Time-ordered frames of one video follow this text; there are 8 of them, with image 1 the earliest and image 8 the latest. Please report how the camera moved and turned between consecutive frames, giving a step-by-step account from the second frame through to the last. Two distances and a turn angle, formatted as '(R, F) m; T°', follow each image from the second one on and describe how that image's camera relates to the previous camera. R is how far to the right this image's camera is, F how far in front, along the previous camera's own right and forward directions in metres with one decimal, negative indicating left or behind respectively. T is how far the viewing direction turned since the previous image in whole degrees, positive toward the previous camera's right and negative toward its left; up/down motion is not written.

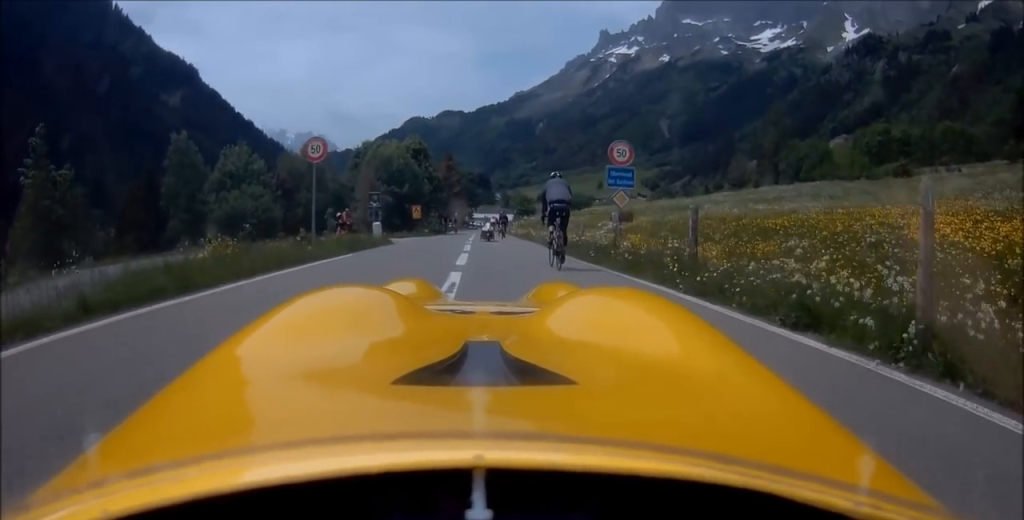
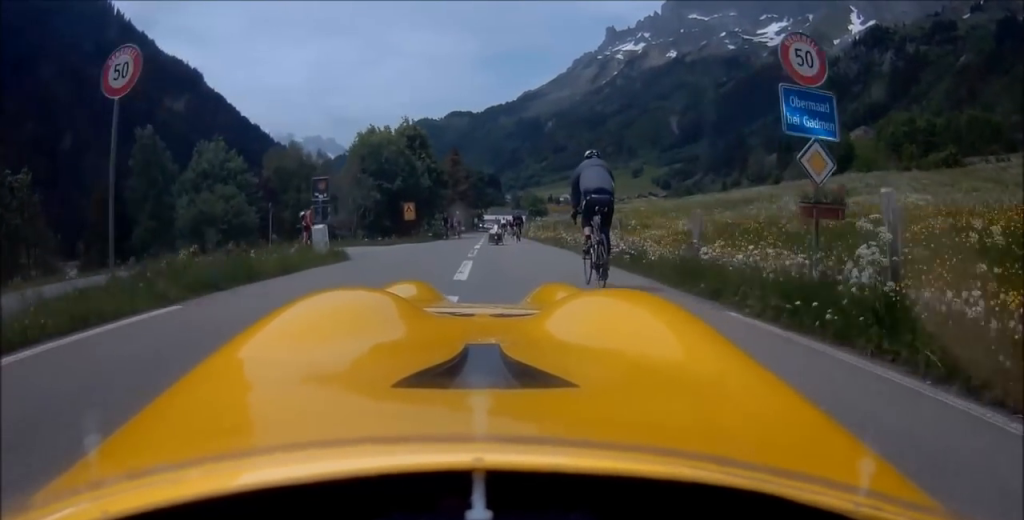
(+0.2, +8.5) m; 0°
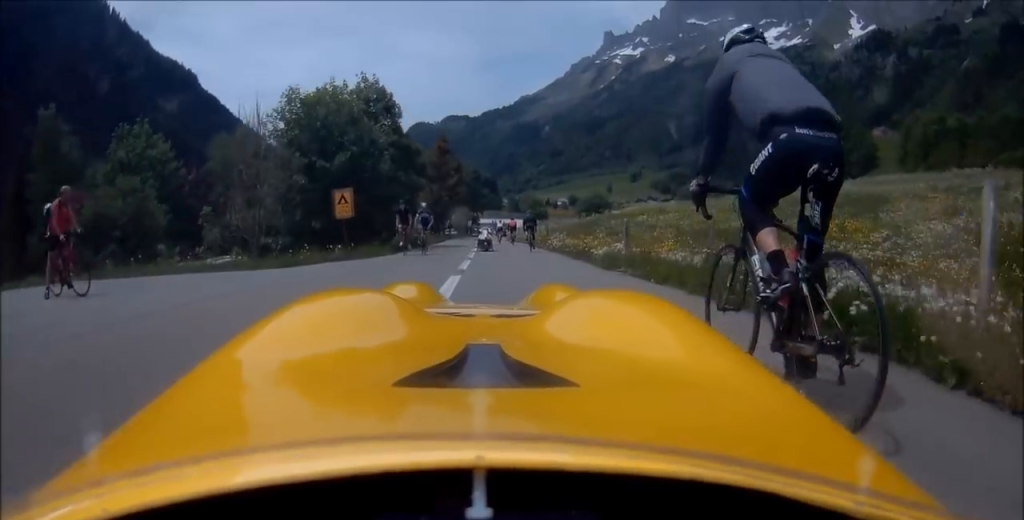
(+0.1, +14.4) m; +1°
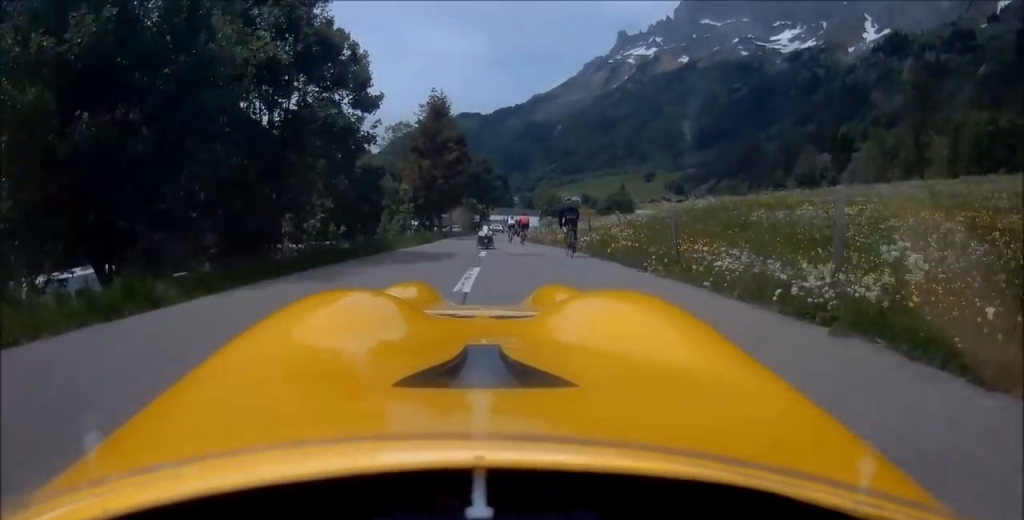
(+0.1, +17.0) m; +1°
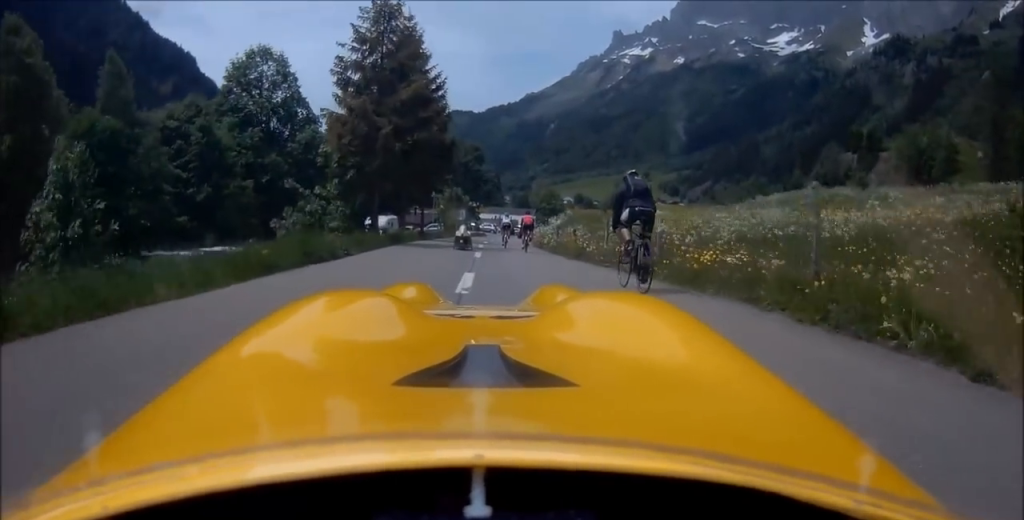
(+0.1, +18.0) m; -1°
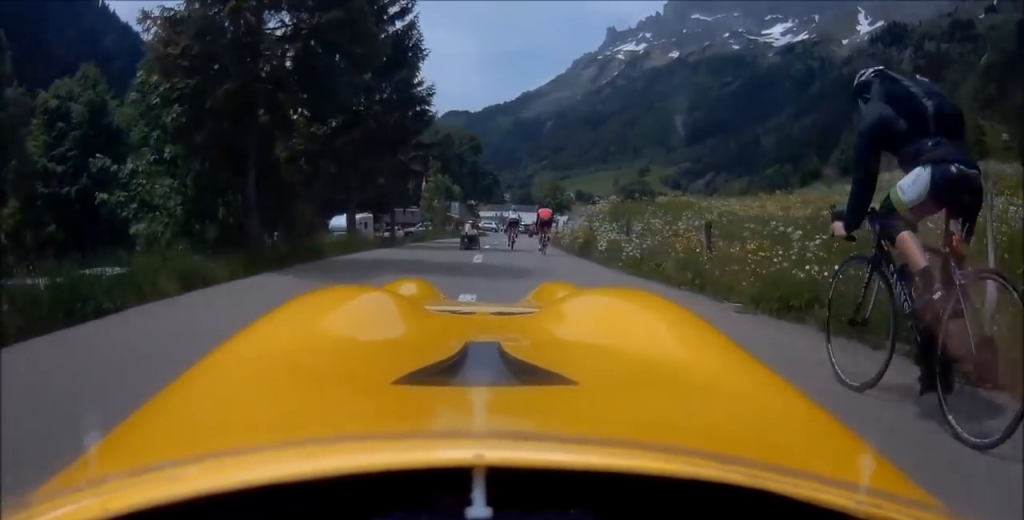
(-0.2, +12.2) m; -1°
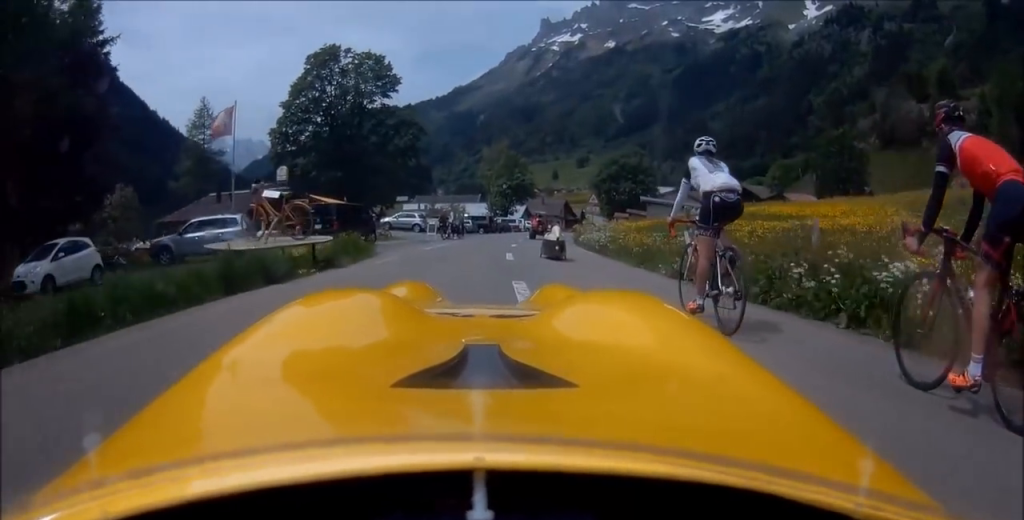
(+0.8, +42.6) m; +7°
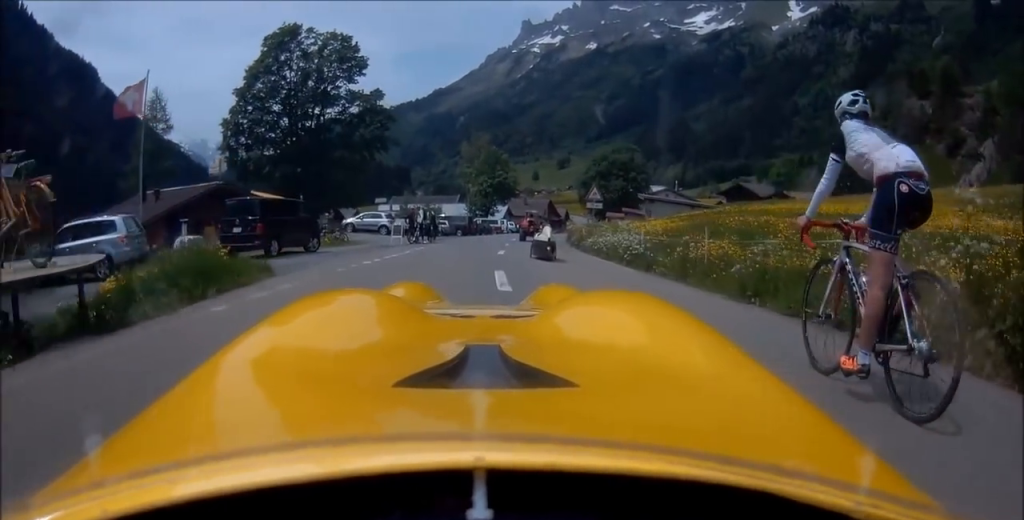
(+0.4, +6.7) m; +2°
